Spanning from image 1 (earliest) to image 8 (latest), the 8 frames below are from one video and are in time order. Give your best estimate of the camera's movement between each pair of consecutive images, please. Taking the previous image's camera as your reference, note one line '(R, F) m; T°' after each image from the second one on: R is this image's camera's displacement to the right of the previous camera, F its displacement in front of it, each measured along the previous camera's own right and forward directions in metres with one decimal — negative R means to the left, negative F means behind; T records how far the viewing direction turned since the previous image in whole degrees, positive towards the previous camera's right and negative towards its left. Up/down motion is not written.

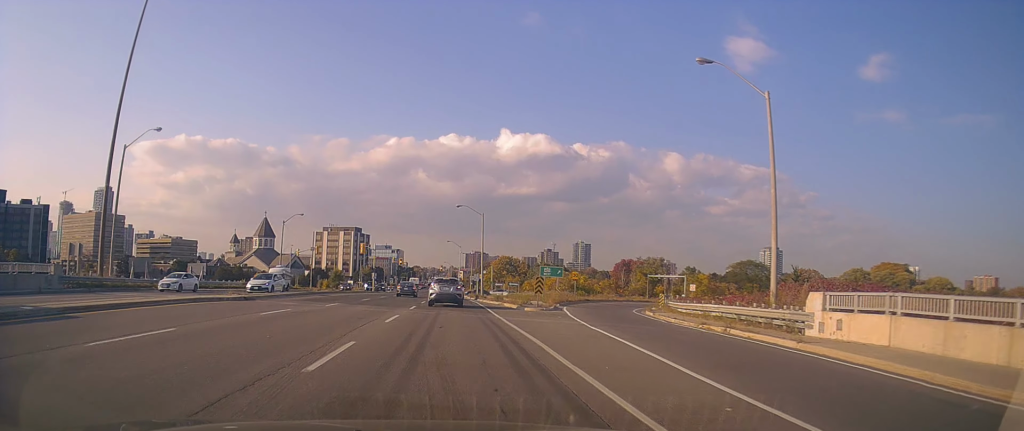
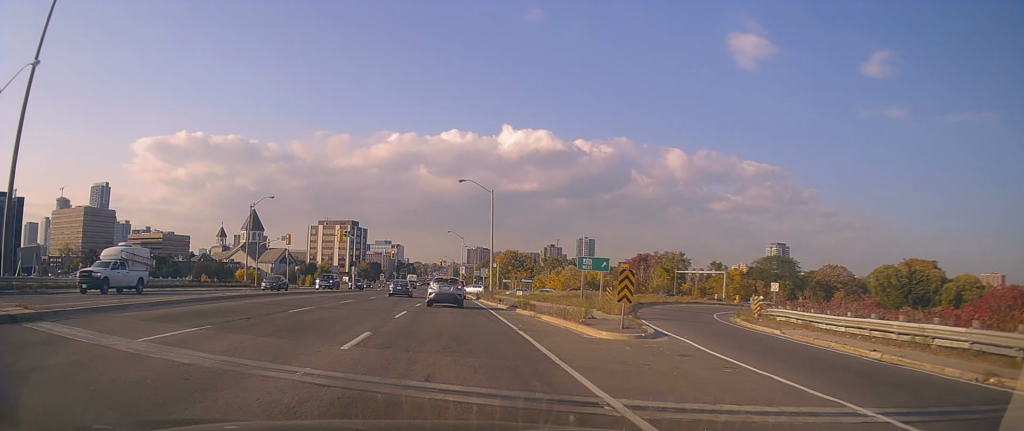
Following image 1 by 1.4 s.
(0.0, +16.2) m; -2°
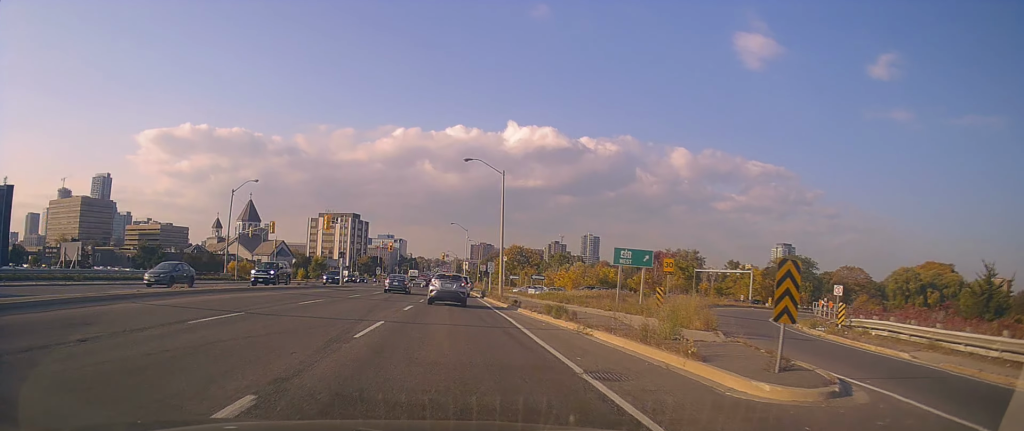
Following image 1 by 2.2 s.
(-0.4, +7.8) m; 0°
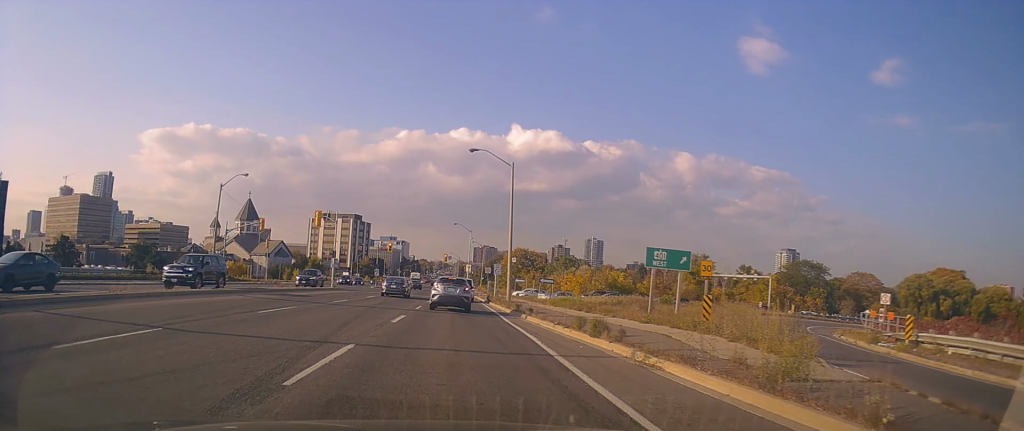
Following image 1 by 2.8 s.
(0.0, +4.7) m; +1°
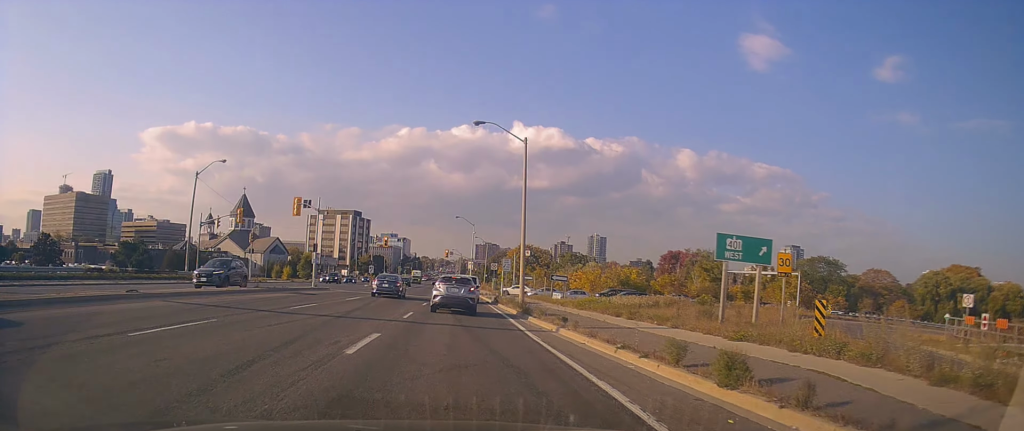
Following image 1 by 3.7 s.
(+0.5, +6.9) m; +2°
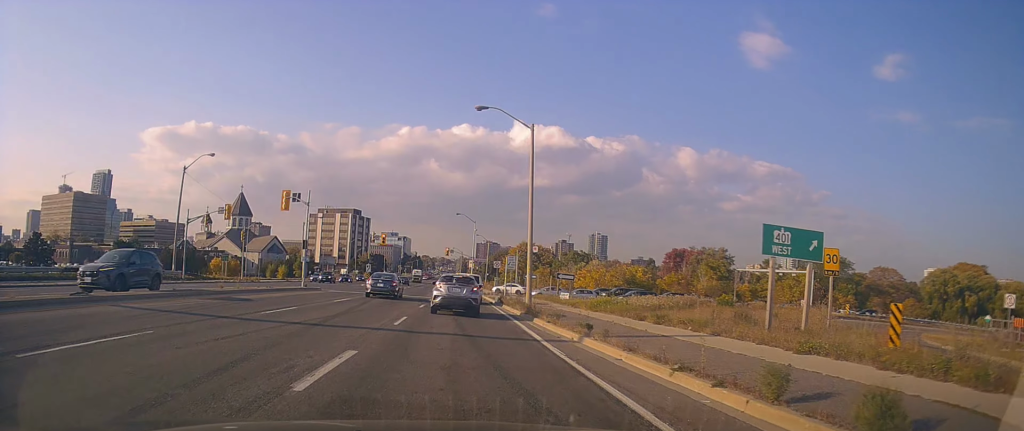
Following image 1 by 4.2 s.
(0.0, +3.0) m; -3°
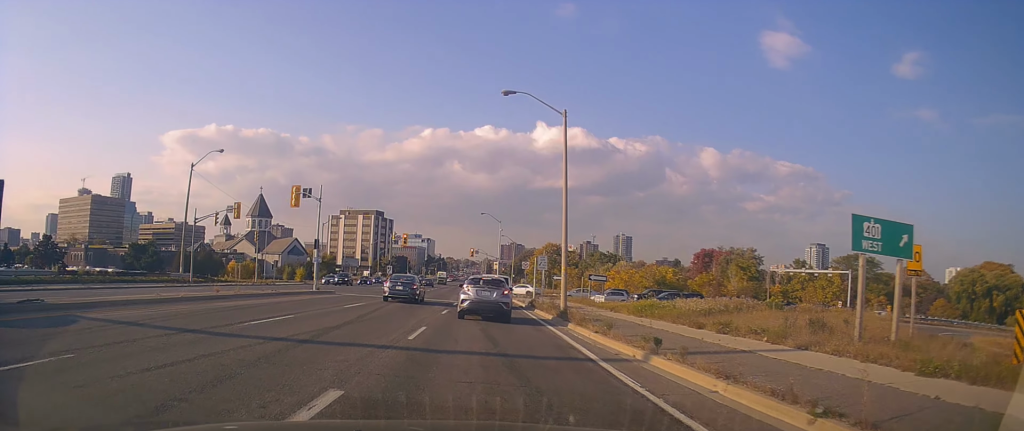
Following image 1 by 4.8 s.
(-0.1, +3.3) m; -5°
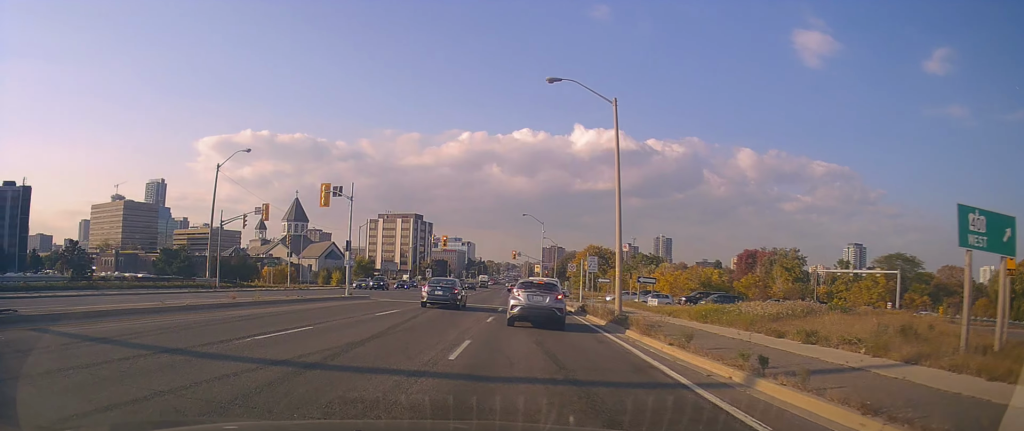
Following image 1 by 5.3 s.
(-0.2, +2.5) m; -5°
